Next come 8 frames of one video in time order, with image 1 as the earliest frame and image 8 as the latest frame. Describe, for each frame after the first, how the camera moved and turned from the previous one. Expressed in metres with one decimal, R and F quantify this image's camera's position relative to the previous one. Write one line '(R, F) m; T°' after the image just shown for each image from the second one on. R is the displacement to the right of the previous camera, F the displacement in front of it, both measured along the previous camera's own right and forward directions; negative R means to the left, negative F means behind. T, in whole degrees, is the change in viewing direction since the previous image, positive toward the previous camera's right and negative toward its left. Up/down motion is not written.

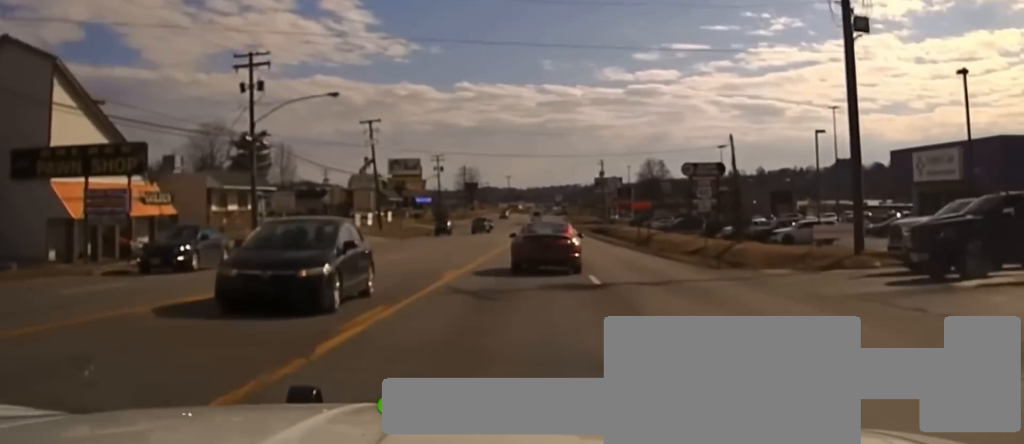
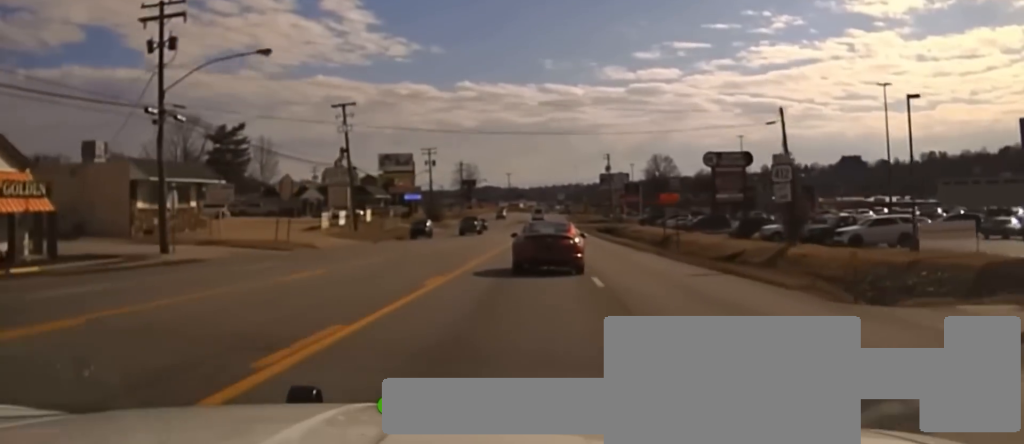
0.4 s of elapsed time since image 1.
(-0.2, +14.4) m; 0°
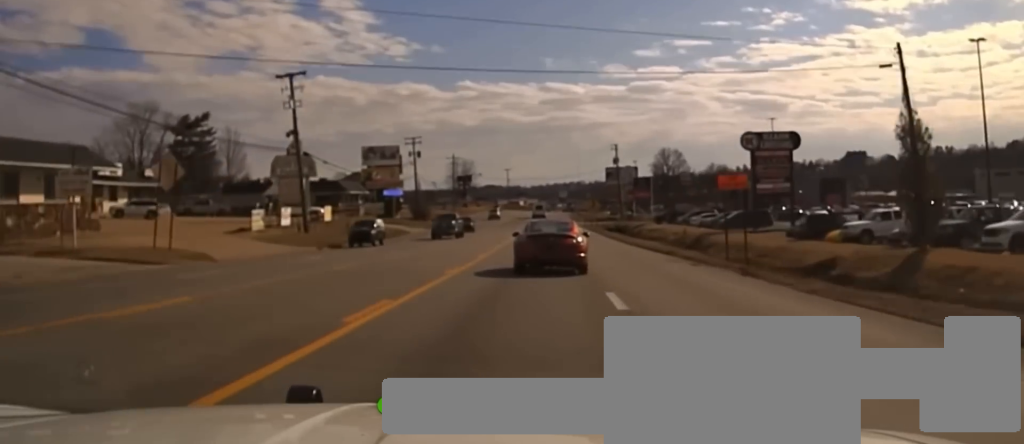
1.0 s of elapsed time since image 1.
(0.0, +19.2) m; 0°
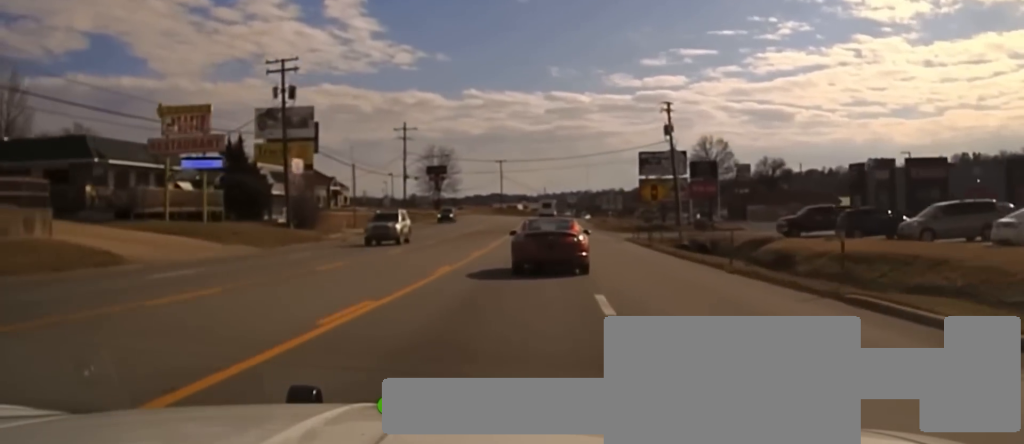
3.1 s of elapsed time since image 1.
(+0.4, +63.6) m; 0°
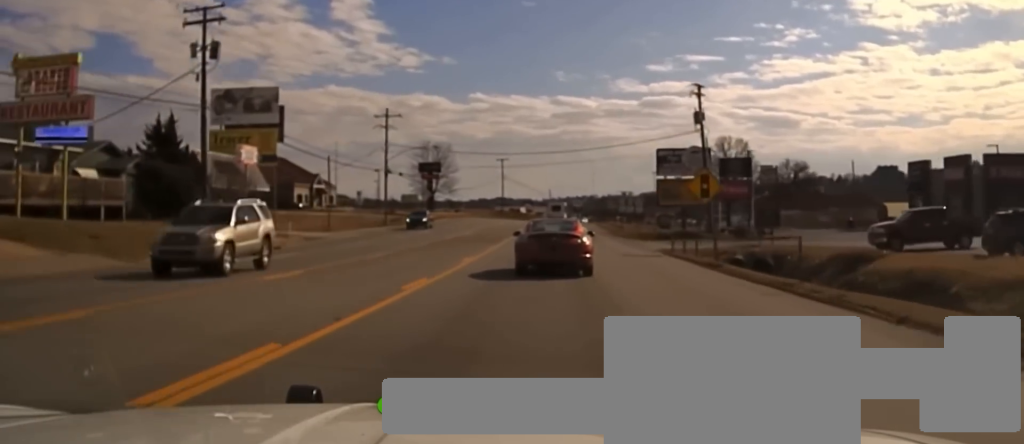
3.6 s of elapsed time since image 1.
(0.0, +15.0) m; 0°
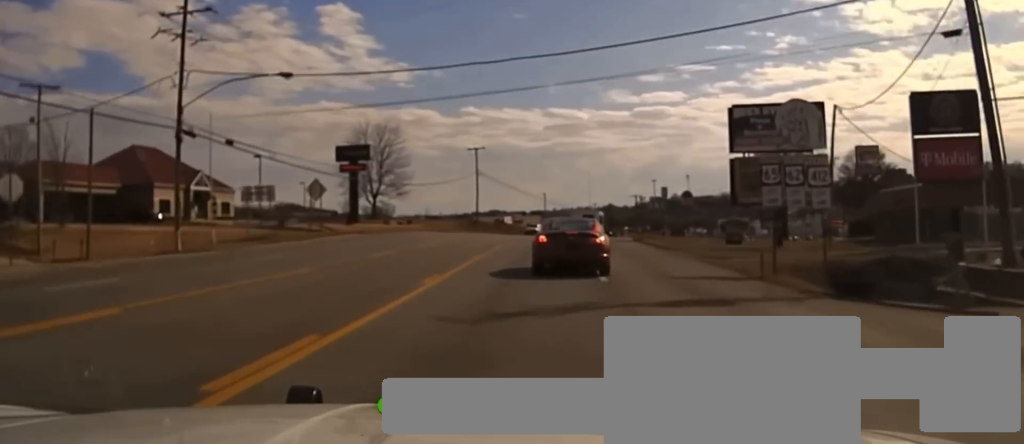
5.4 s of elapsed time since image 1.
(-0.1, +51.9) m; 0°
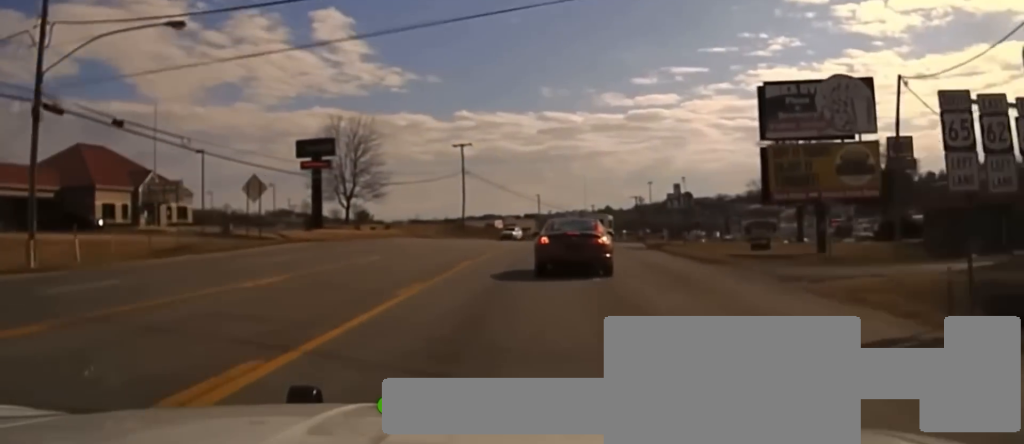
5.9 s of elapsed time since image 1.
(0.0, +12.6) m; 0°
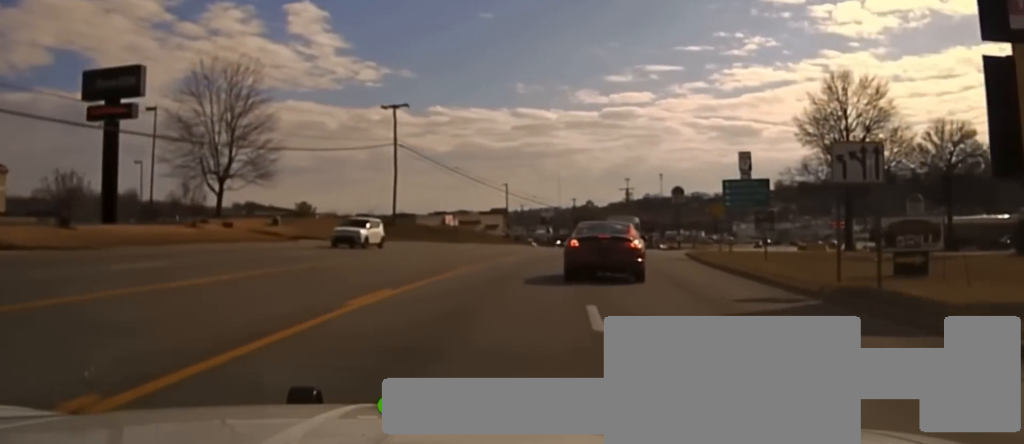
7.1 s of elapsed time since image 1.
(+0.3, +35.7) m; +2°
